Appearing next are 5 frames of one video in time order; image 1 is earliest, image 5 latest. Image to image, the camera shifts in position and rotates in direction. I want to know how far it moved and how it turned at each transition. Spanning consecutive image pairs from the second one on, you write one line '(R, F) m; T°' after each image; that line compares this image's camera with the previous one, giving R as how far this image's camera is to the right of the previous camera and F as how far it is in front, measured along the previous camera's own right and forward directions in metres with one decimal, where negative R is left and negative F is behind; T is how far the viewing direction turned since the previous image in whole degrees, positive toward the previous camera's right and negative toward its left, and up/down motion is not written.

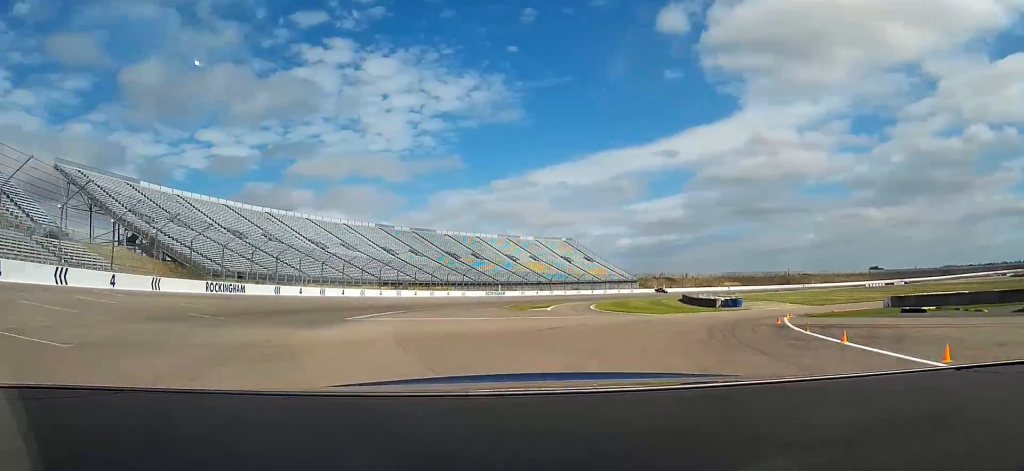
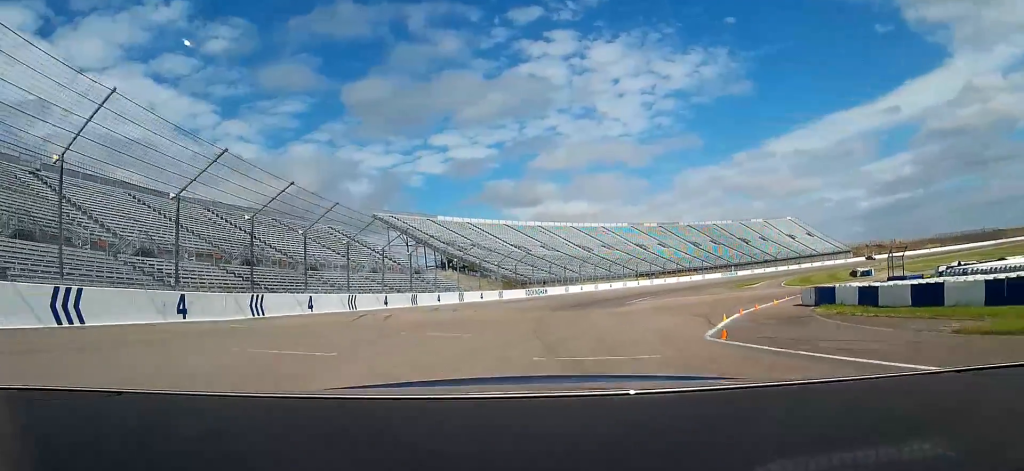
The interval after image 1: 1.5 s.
(-7.9, +36.6) m; -21°
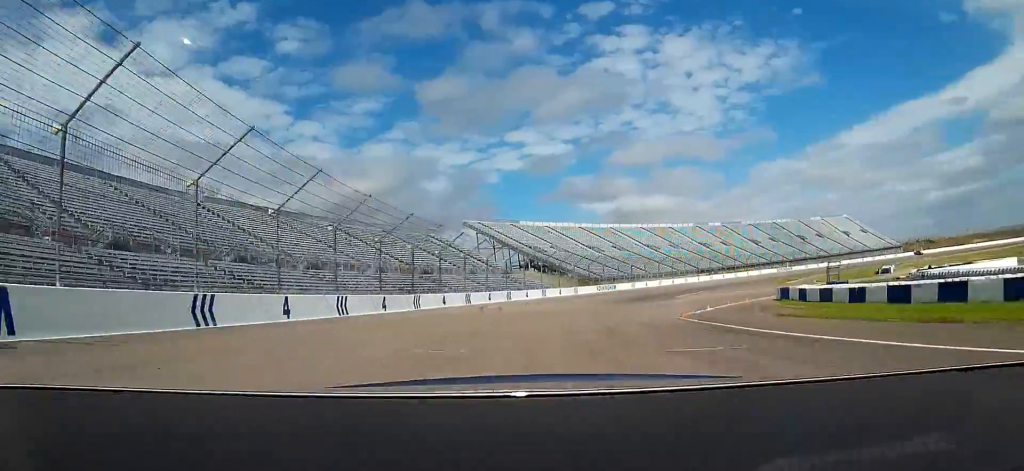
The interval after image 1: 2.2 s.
(-0.9, +18.3) m; -7°
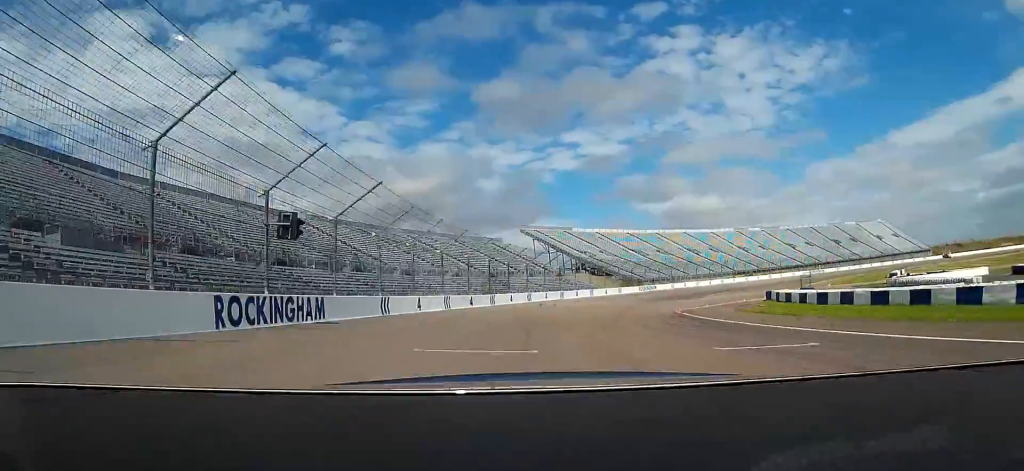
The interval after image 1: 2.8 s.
(-1.1, +16.9) m; -5°
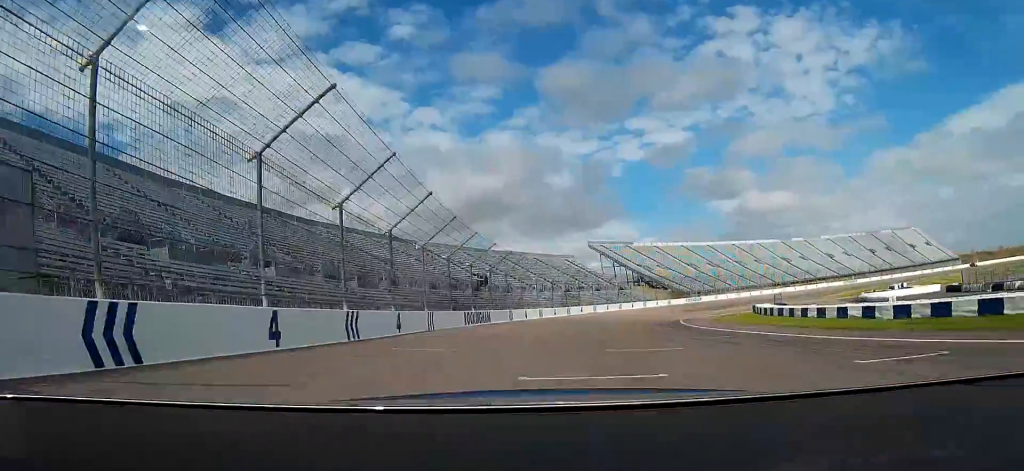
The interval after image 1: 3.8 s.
(-2.3, +32.1) m; -6°
